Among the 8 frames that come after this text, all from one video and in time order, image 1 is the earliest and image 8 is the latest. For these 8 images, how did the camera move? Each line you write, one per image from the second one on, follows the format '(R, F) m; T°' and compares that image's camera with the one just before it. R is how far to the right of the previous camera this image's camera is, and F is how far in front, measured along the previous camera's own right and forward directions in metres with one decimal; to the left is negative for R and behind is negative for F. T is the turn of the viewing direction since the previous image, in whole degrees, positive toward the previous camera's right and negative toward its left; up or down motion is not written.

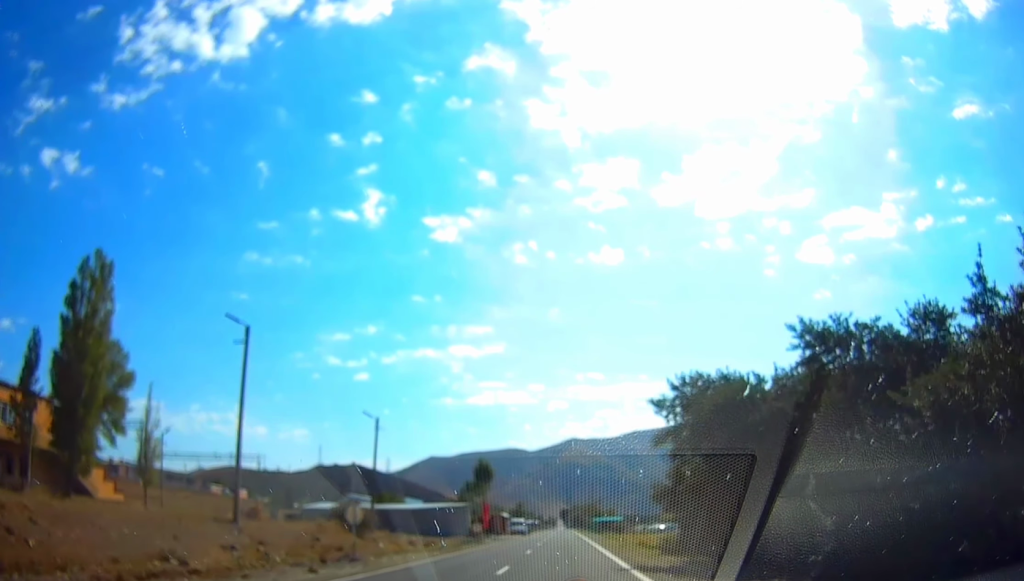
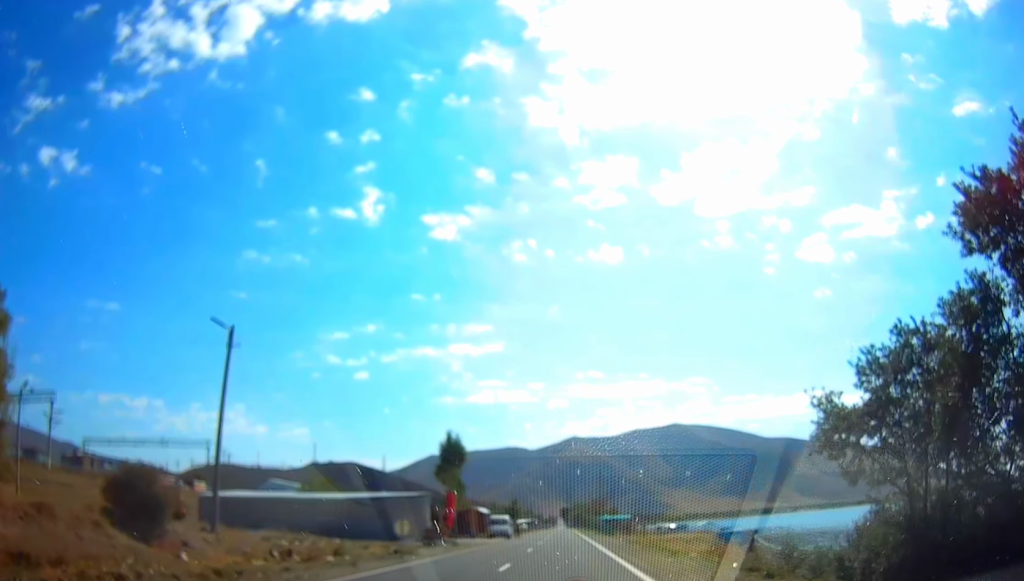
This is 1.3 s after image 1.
(+0.2, +23.8) m; +1°
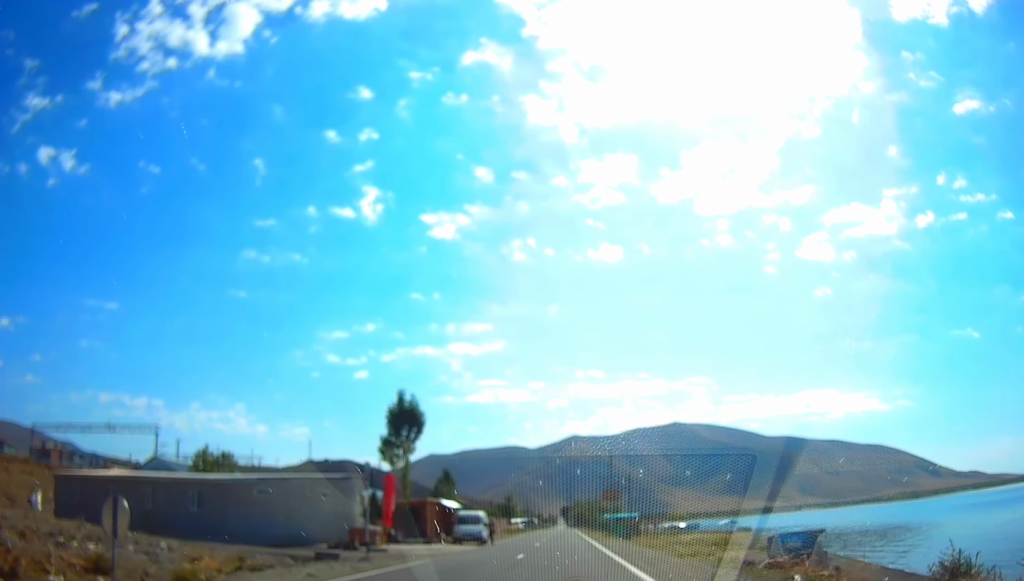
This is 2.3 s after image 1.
(+0.1, +18.7) m; 0°
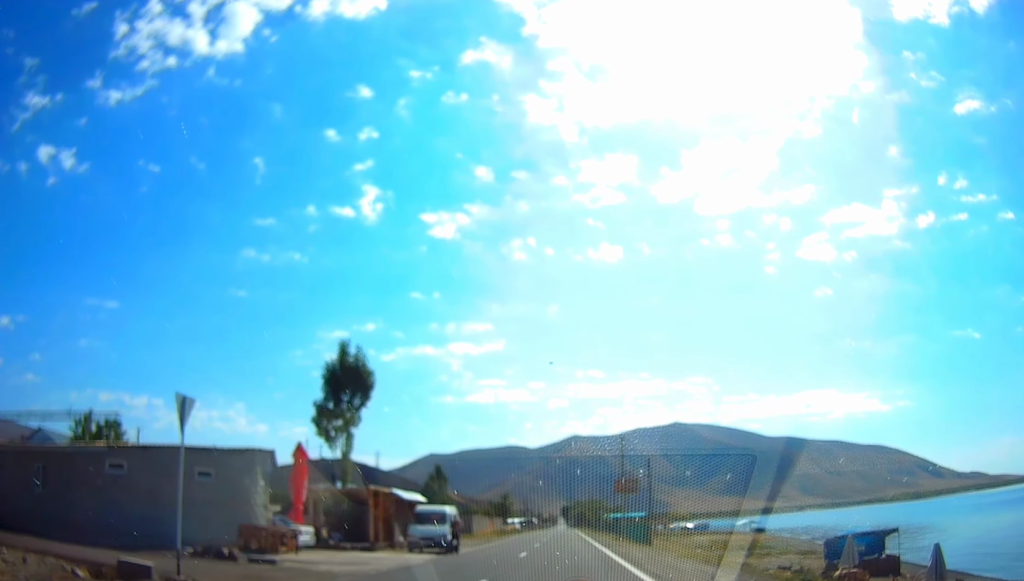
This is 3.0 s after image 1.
(0.0, +12.3) m; 0°
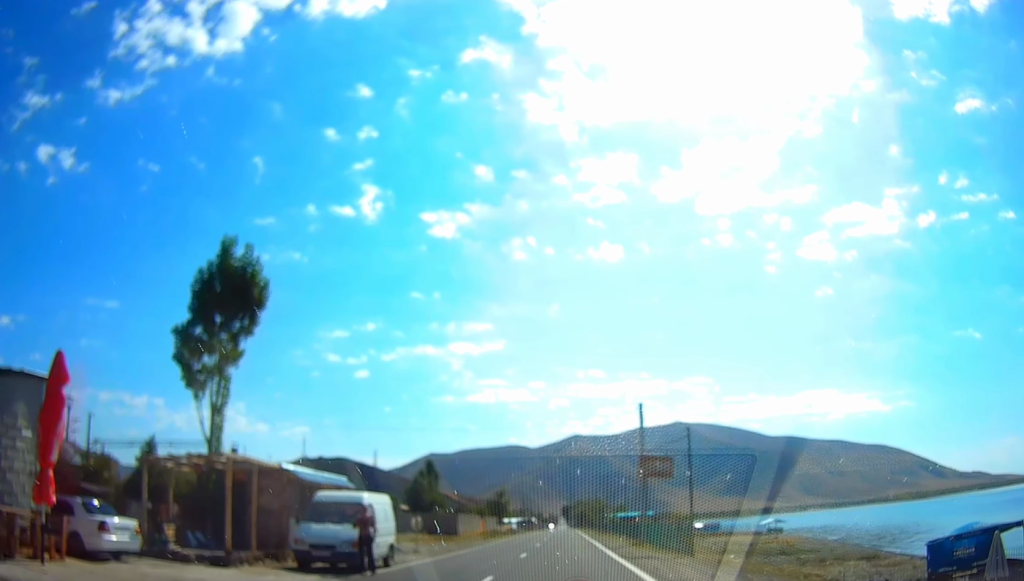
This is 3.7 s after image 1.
(0.0, +13.2) m; 0°
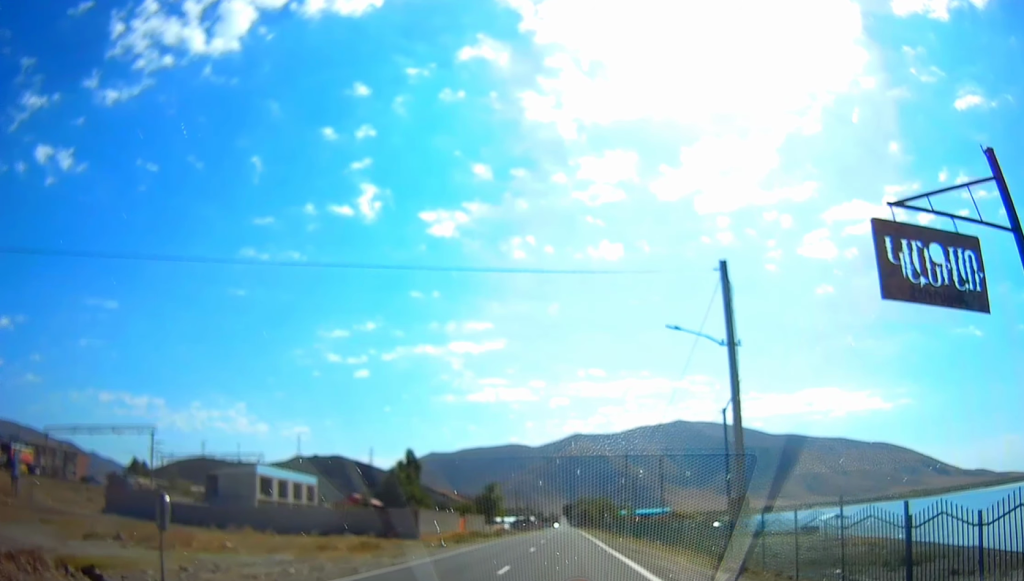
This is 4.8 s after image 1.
(-0.2, +21.2) m; -1°
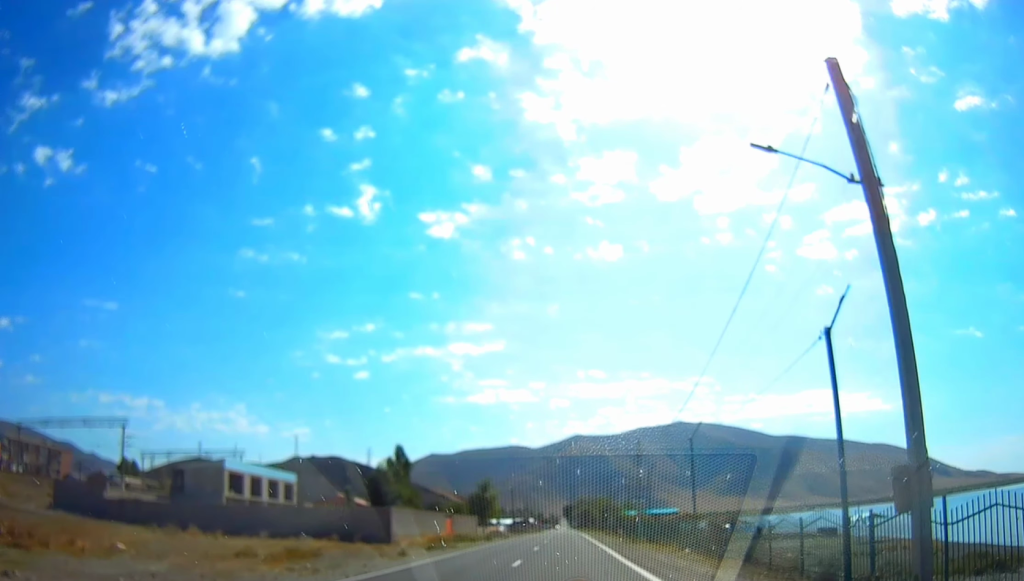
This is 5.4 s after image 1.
(0.0, +9.5) m; 0°
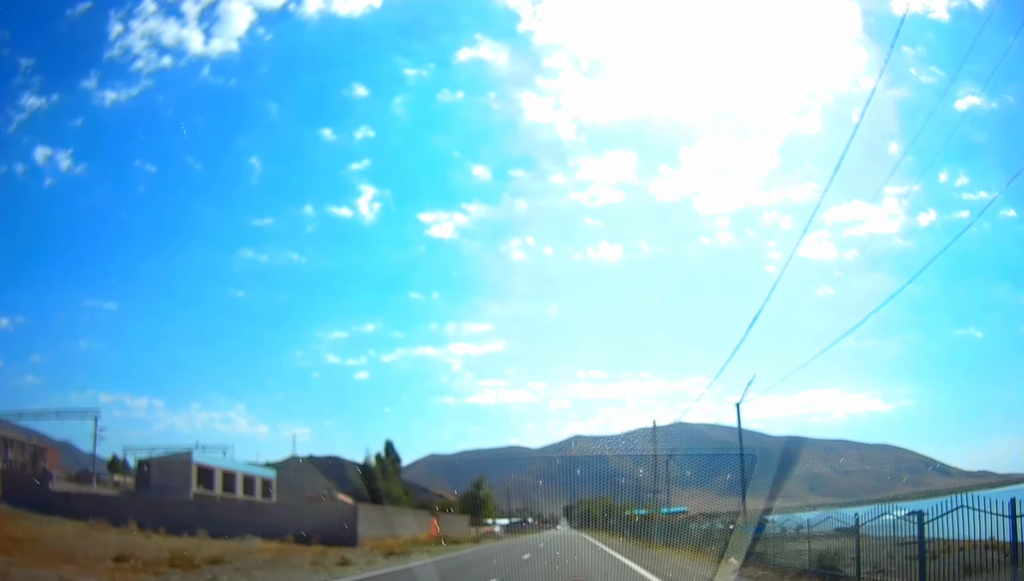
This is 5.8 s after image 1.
(0.0, +8.0) m; 0°
